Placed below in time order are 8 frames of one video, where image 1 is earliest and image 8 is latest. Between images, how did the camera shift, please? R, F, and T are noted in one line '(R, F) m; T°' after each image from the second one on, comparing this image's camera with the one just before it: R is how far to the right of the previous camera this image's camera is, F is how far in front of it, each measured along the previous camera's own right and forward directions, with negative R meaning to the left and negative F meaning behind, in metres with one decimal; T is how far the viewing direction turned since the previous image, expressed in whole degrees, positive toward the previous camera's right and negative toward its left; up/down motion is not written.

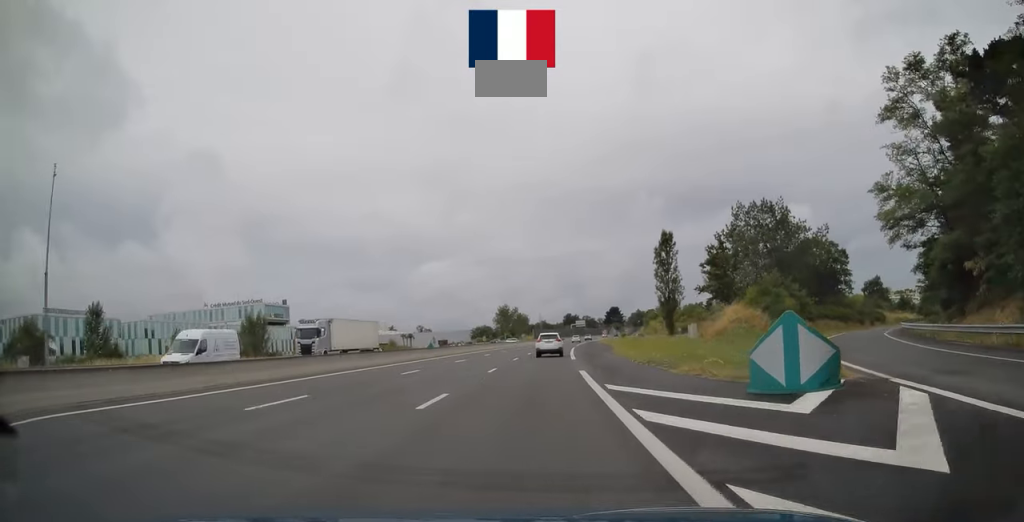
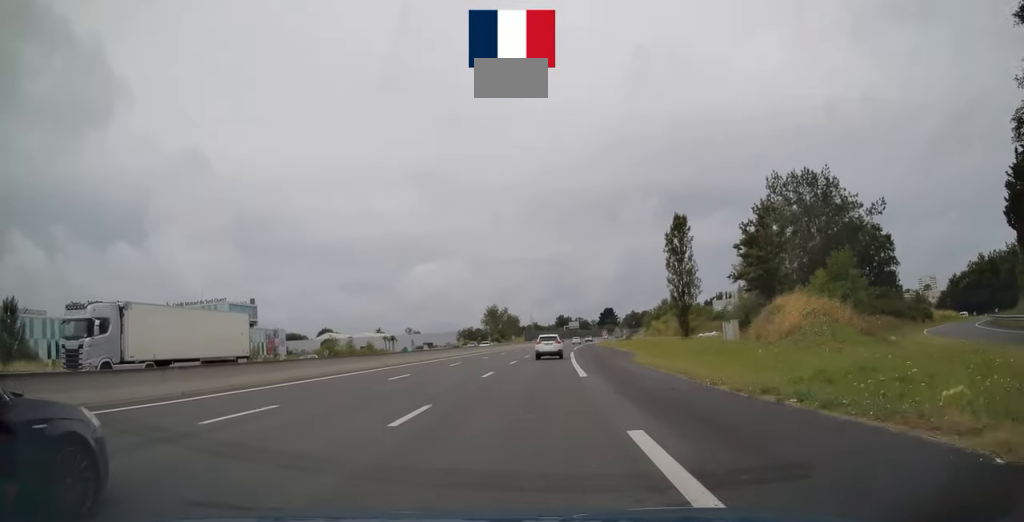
(0.0, +14.8) m; +1°
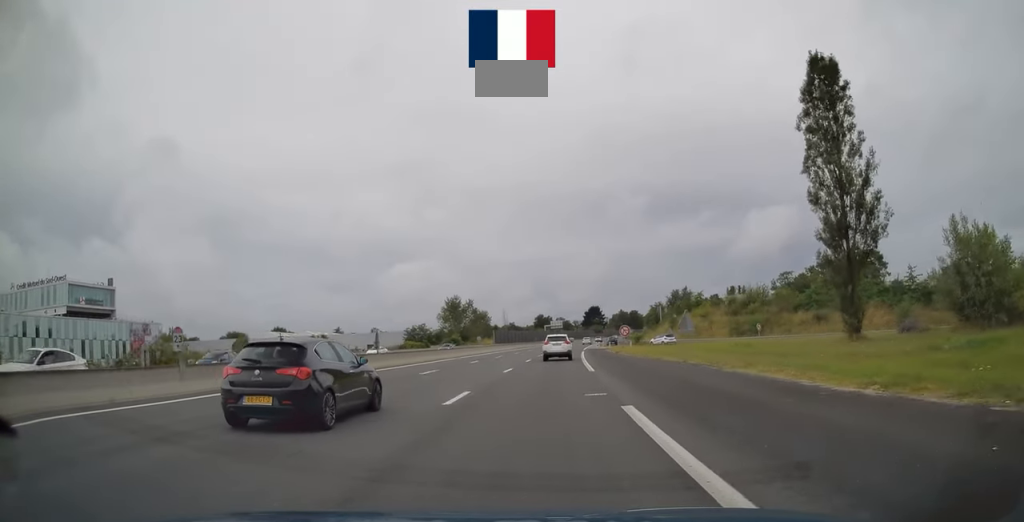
(+1.1, +48.9) m; +2°
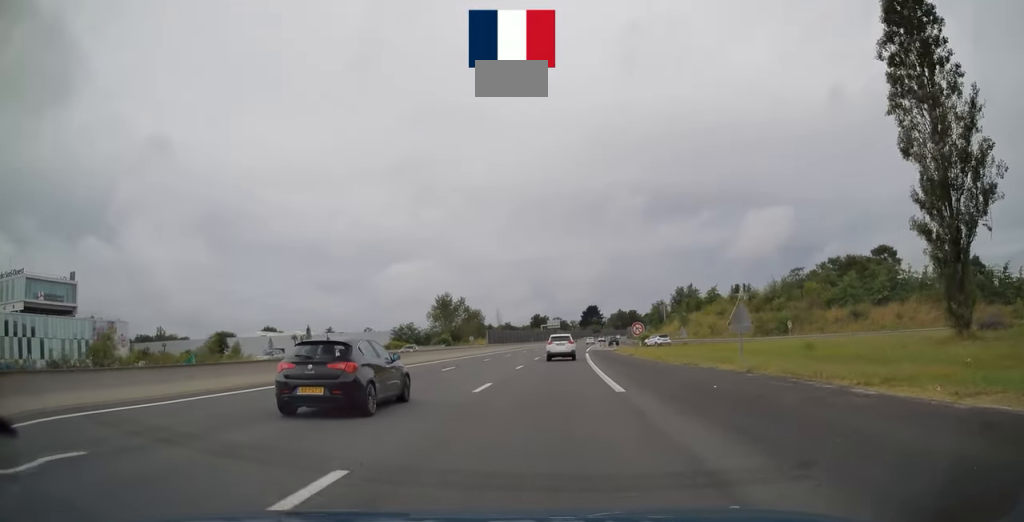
(0.0, +9.9) m; 0°
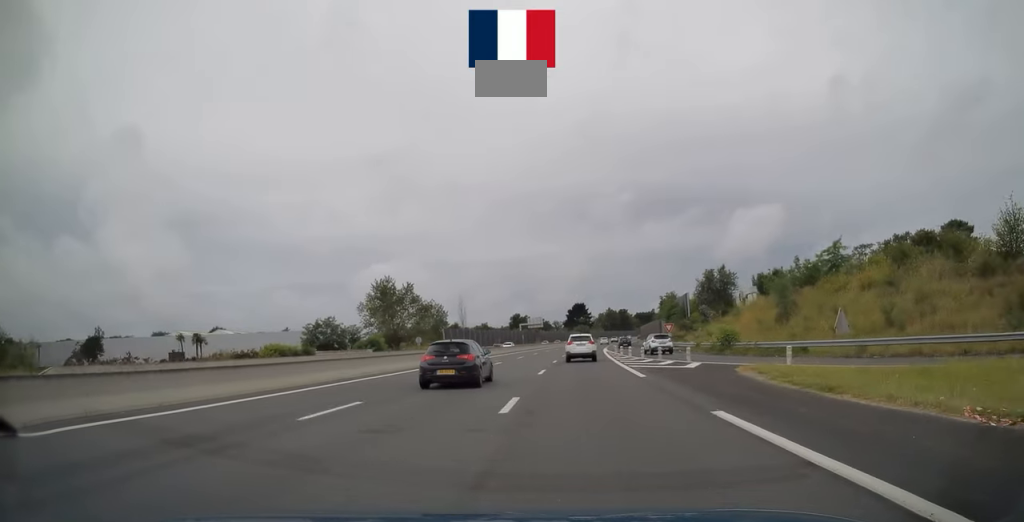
(+0.8, +43.7) m; +2°
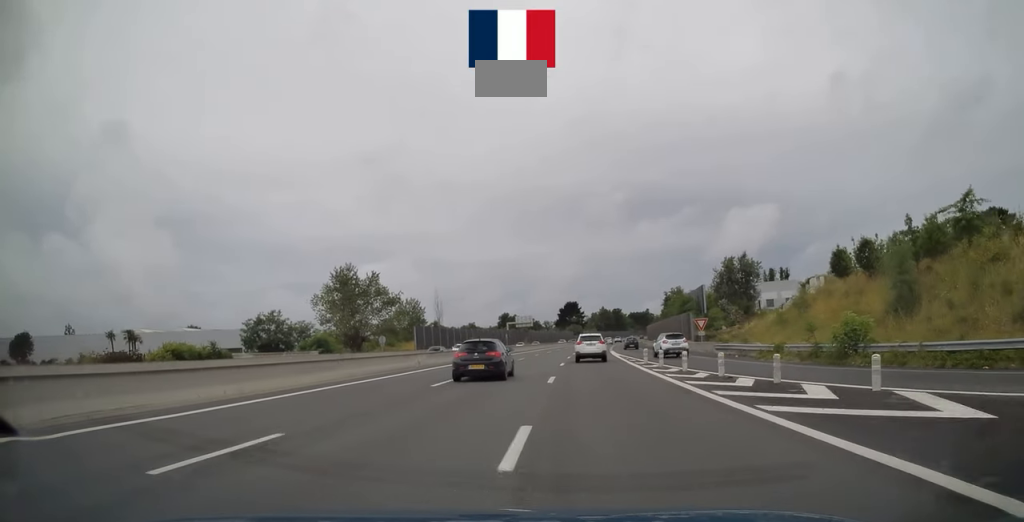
(0.0, +18.0) m; +1°
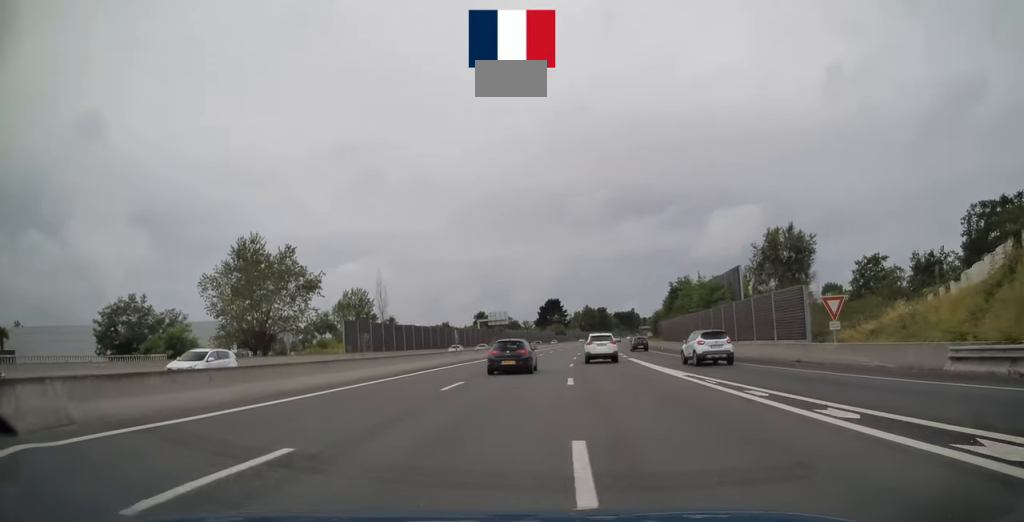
(+0.4, +27.0) m; +1°
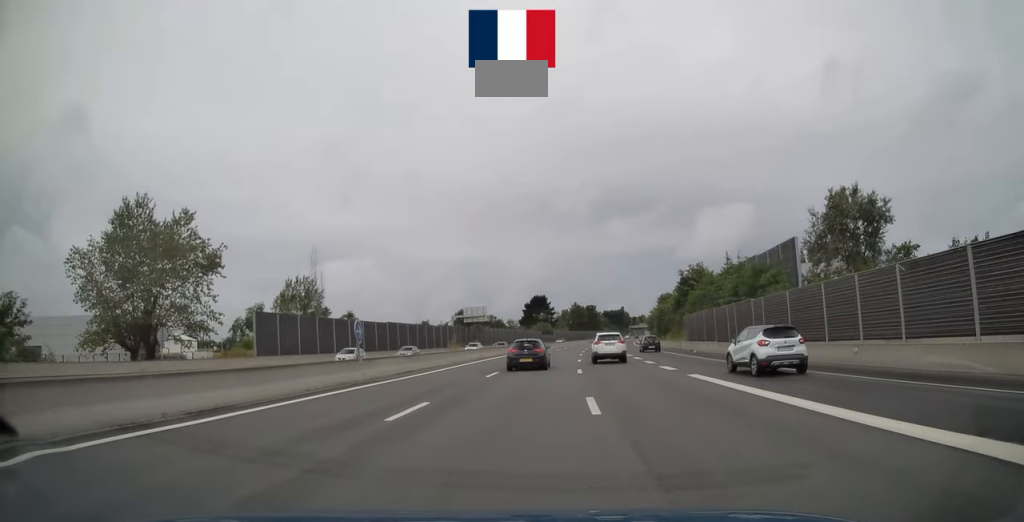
(0.0, +19.8) m; +1°
